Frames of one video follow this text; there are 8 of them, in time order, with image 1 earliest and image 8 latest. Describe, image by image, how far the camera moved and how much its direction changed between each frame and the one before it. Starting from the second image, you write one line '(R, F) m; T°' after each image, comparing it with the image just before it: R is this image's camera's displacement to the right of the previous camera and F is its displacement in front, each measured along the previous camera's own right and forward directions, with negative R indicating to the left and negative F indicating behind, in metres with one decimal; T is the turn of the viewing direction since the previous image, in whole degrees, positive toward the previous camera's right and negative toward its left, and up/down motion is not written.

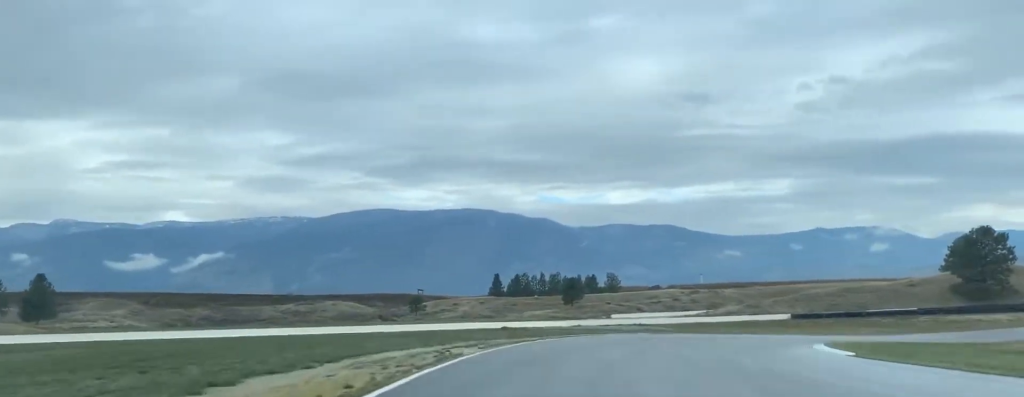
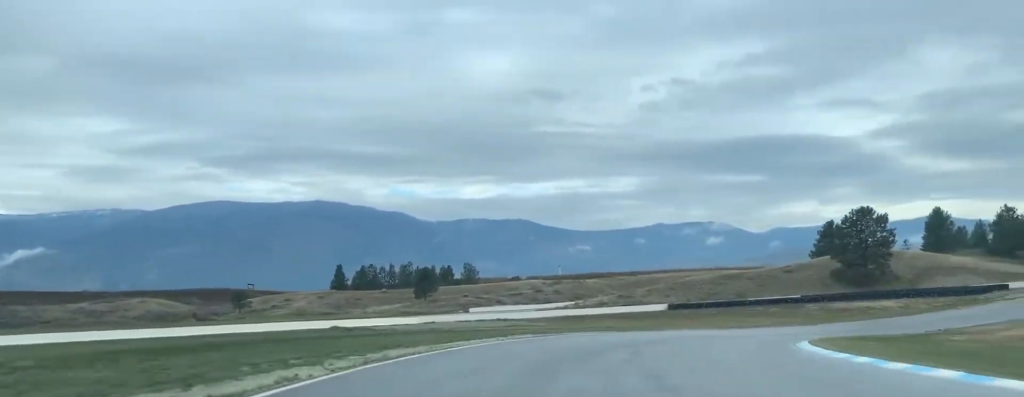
(+2.1, +24.8) m; +11°
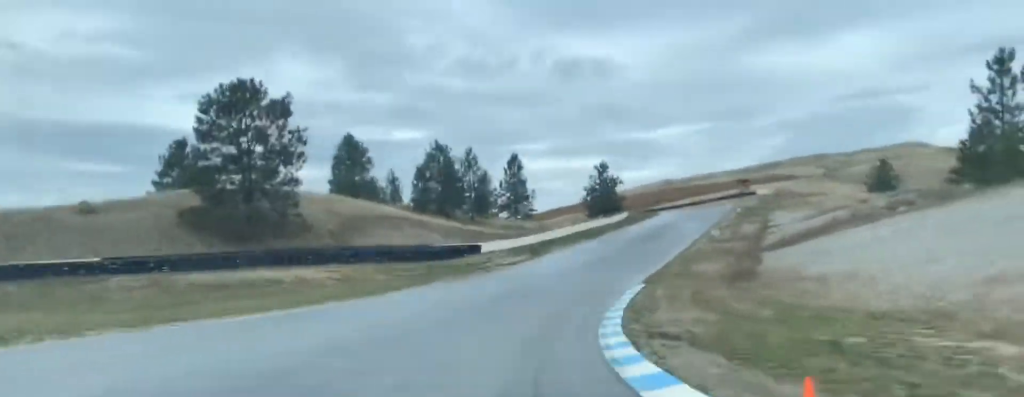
(+27.2, +76.0) m; +37°
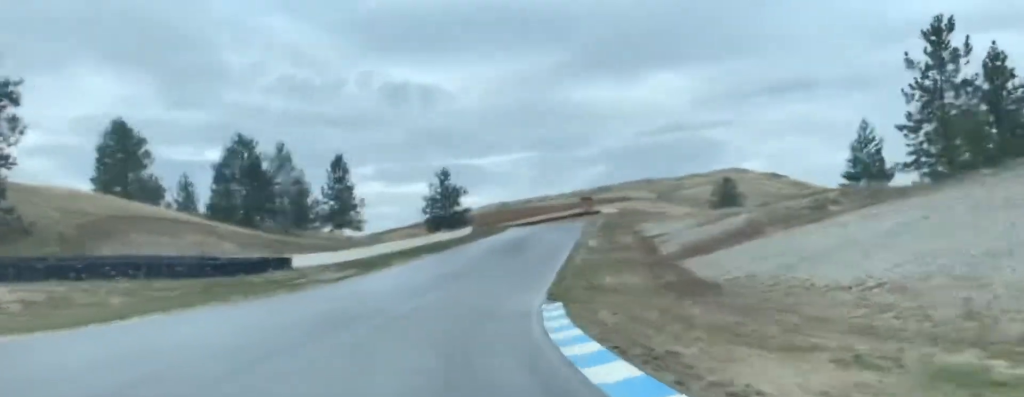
(+0.8, +17.1) m; +6°
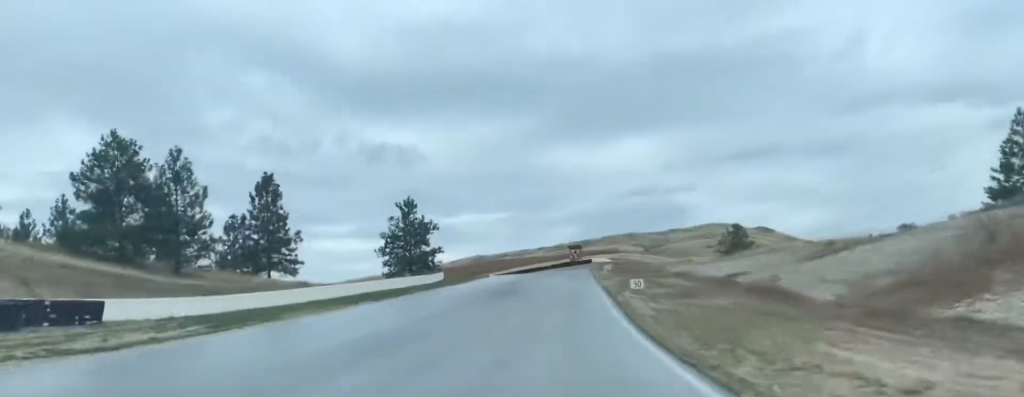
(+2.2, +27.8) m; +8°
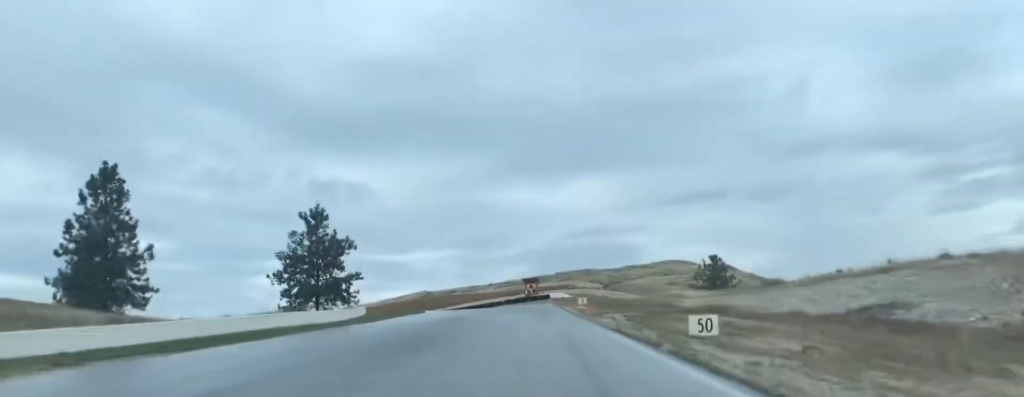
(+1.3, +21.7) m; +4°
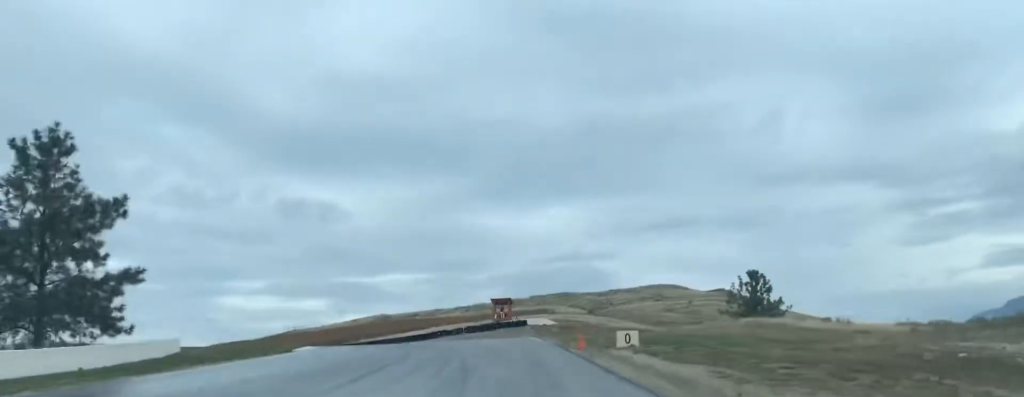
(+1.4, +34.5) m; +2°
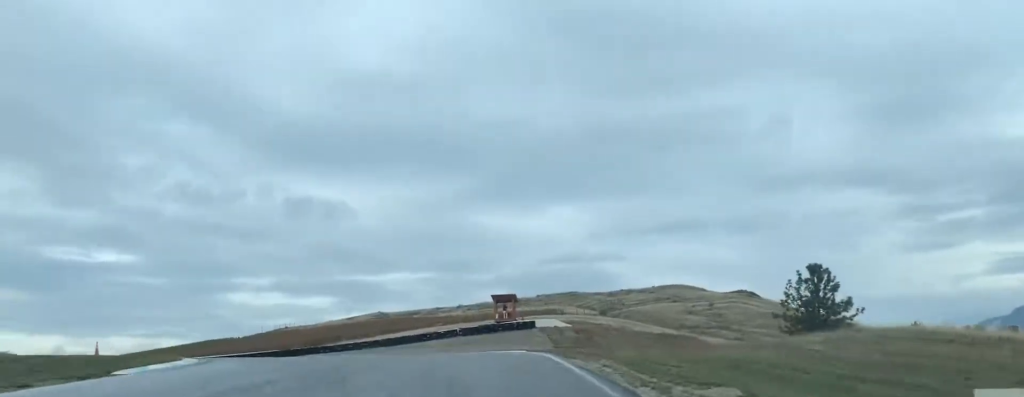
(-0.2, +19.3) m; -4°
